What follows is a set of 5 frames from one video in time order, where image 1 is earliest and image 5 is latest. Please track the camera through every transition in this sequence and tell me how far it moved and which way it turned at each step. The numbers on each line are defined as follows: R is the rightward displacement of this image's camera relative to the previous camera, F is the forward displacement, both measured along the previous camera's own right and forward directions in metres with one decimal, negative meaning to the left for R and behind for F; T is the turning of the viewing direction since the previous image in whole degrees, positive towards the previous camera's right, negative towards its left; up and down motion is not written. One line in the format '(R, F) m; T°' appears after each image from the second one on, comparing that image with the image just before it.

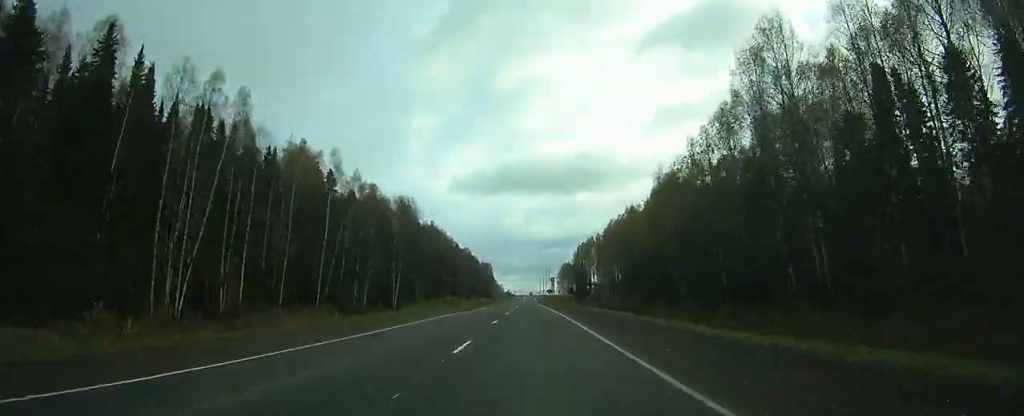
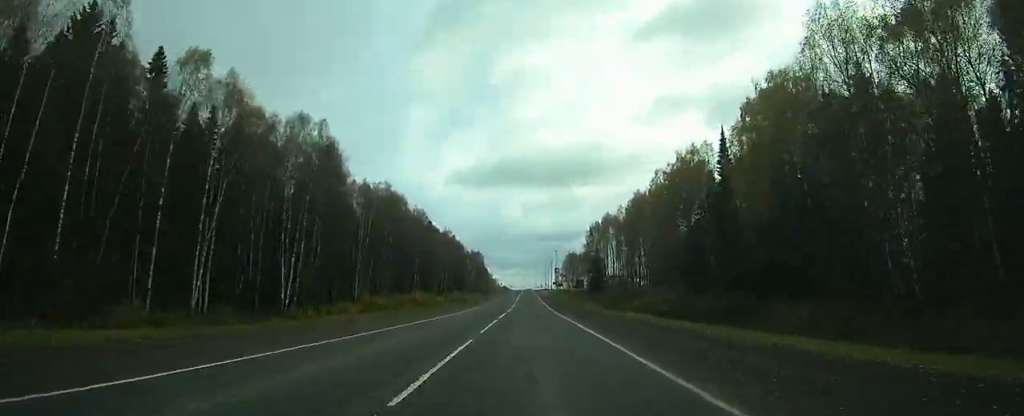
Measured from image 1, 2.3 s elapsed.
(+0.2, +60.3) m; 0°
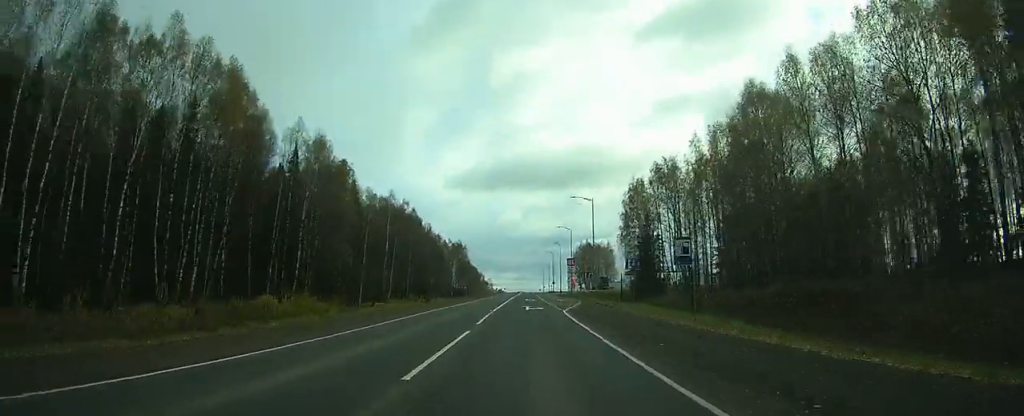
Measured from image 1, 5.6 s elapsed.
(-0.1, +80.7) m; 0°
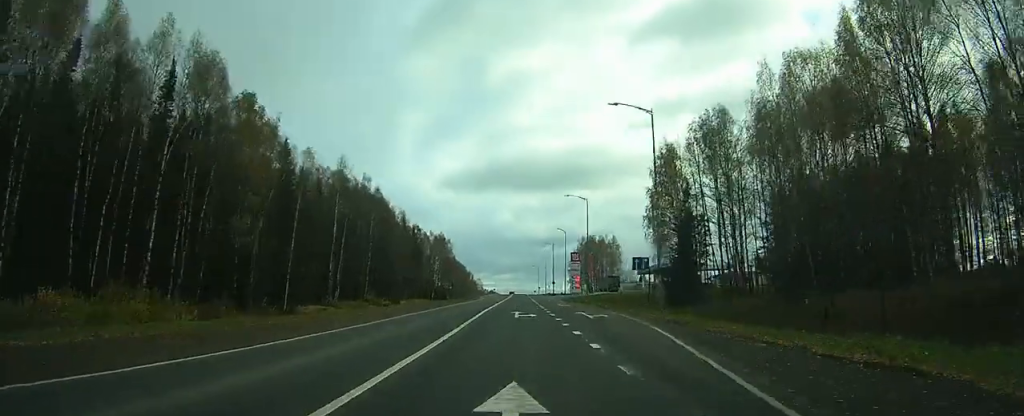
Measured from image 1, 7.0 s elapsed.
(+0.1, +31.9) m; +1°
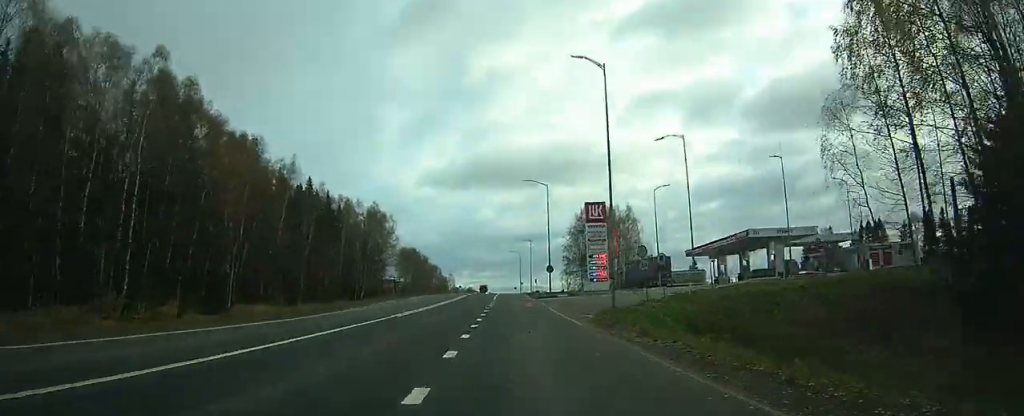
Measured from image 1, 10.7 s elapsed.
(+1.6, +70.6) m; +2°
